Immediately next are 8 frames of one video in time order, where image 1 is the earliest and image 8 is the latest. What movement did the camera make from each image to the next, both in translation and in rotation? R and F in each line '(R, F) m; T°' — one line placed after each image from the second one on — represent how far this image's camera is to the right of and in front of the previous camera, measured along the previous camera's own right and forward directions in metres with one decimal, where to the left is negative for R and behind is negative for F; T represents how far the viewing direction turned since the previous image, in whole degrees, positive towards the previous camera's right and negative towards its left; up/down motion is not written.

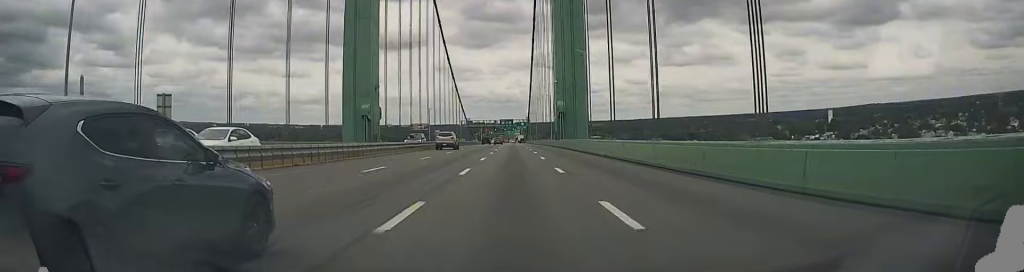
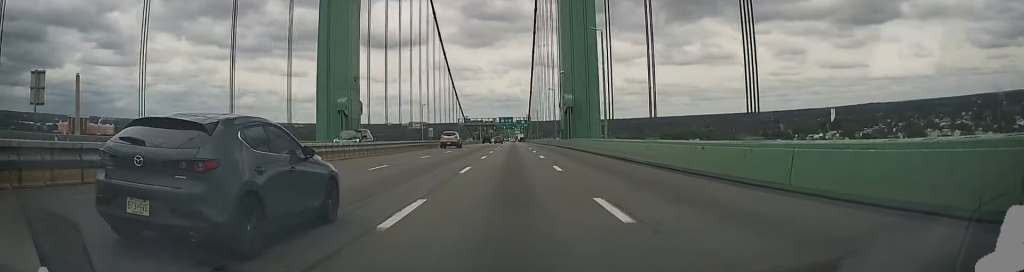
(0.0, +11.8) m; 0°
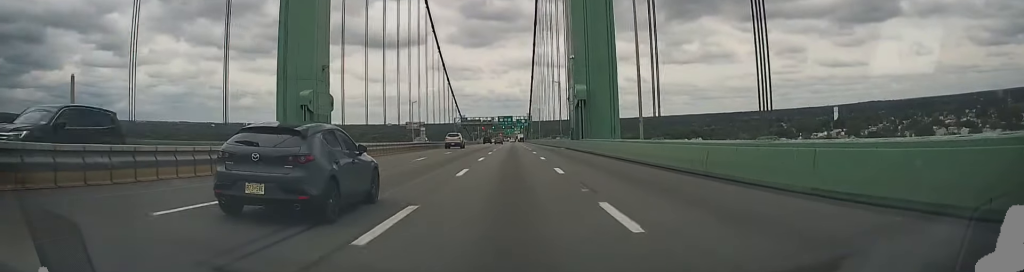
(0.0, +13.6) m; 0°
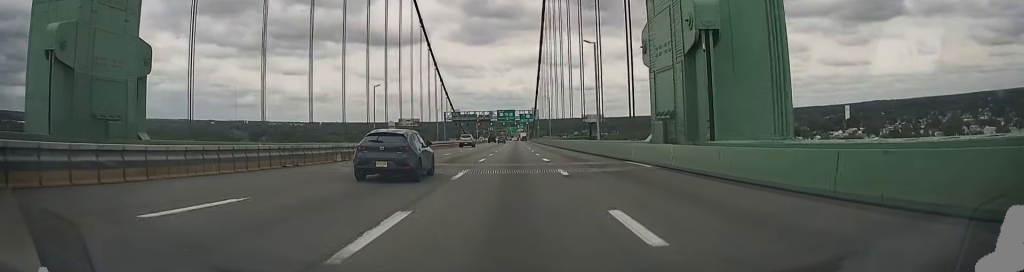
(-0.1, +37.1) m; 0°
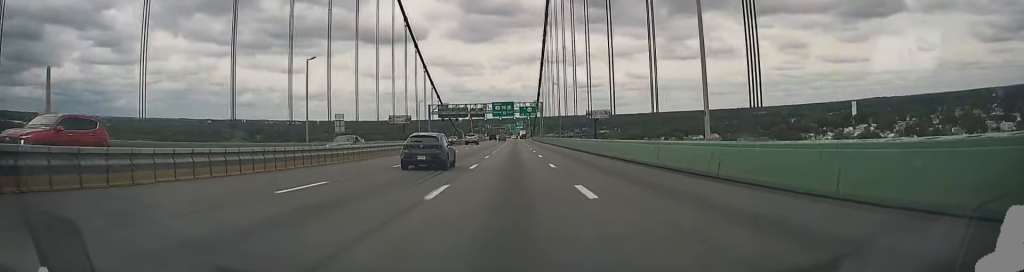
(0.0, +30.3) m; -1°
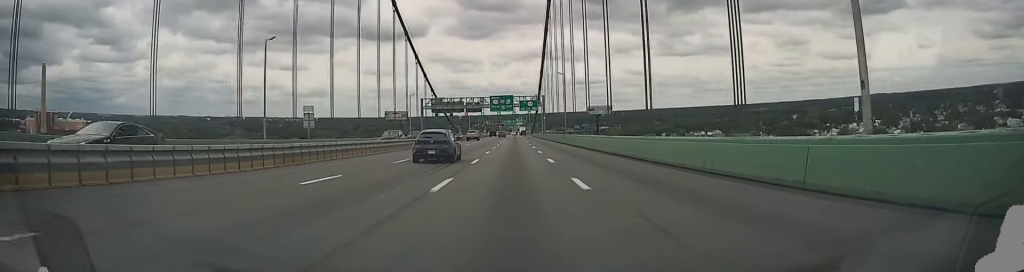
(-0.2, +10.5) m; 0°
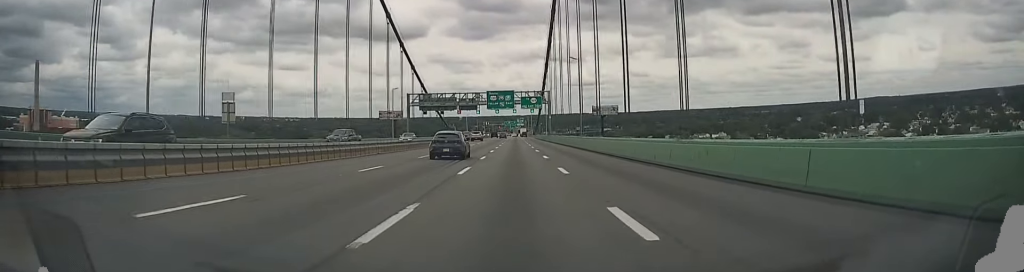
(+0.3, +18.5) m; +1°
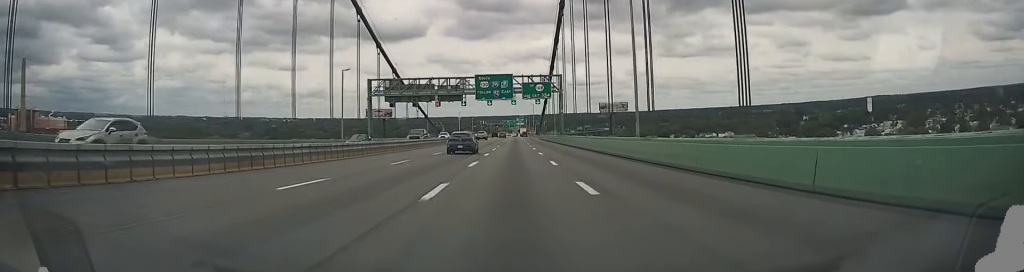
(+0.1, +30.7) m; 0°
